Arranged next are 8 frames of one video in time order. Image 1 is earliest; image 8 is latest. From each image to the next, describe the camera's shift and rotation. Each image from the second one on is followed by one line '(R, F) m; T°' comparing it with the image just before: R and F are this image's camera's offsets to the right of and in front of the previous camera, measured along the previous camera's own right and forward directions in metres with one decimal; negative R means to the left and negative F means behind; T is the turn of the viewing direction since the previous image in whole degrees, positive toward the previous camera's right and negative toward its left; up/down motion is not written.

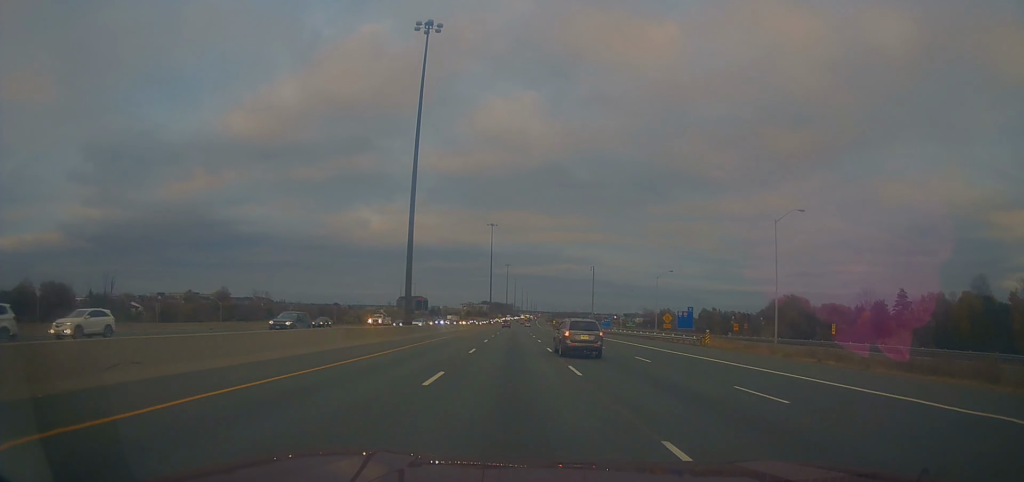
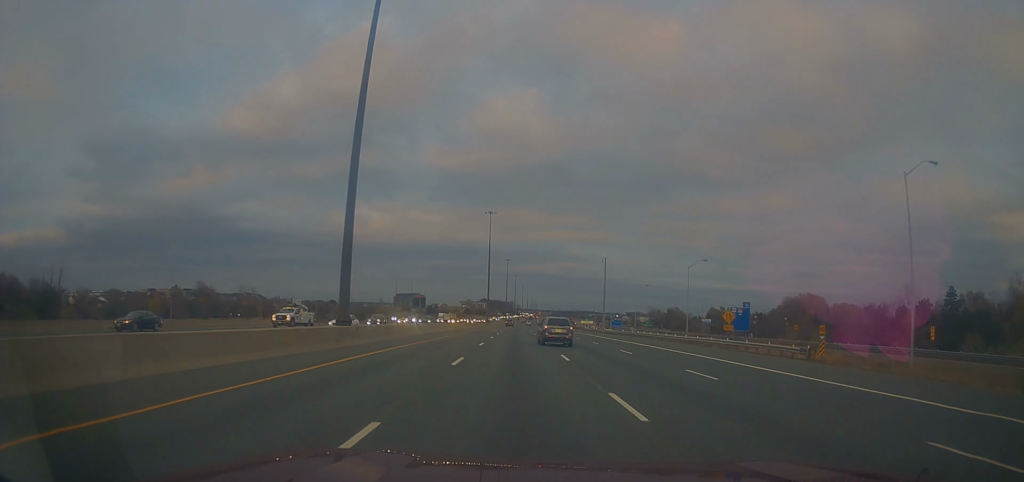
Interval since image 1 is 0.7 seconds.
(+0.2, +19.9) m; 0°
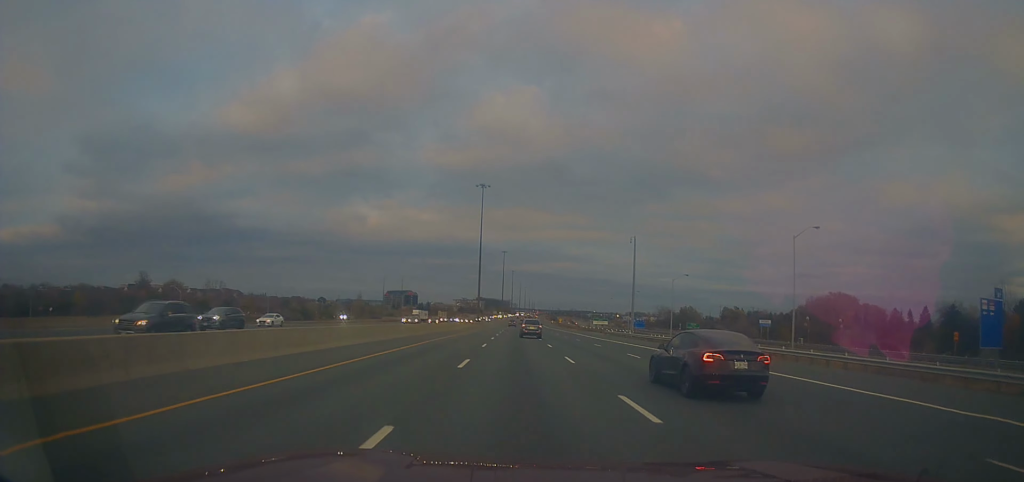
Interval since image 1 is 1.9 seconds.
(-0.6, +36.8) m; 0°
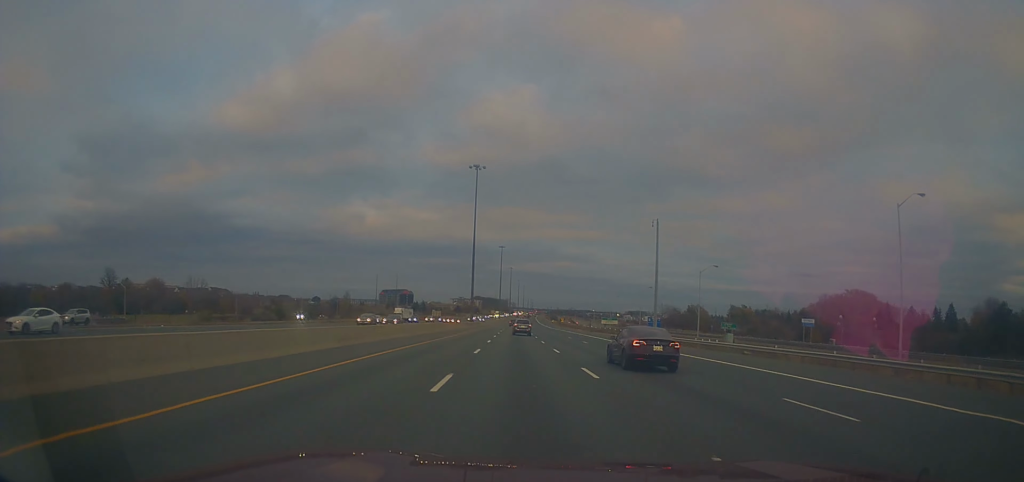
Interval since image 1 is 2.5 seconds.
(+0.1, +18.0) m; 0°
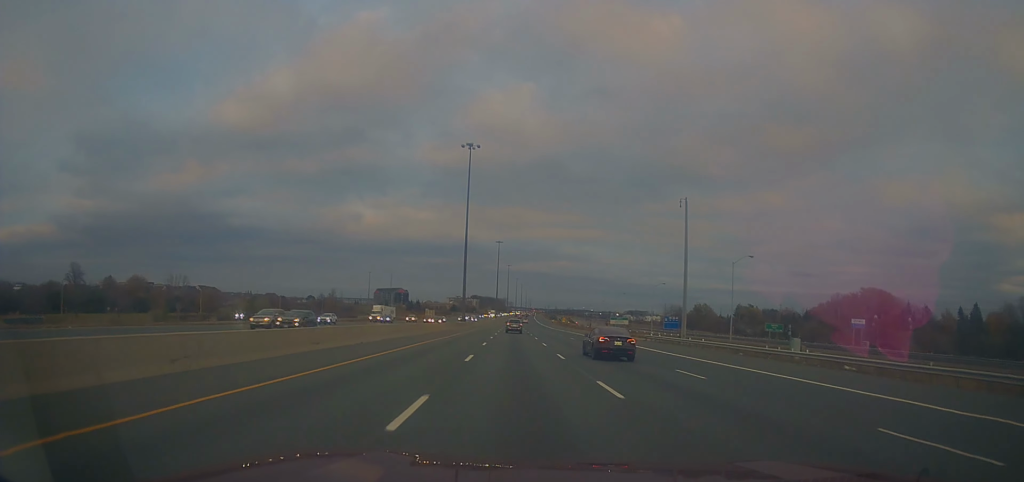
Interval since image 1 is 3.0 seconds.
(+0.5, +16.0) m; +1°
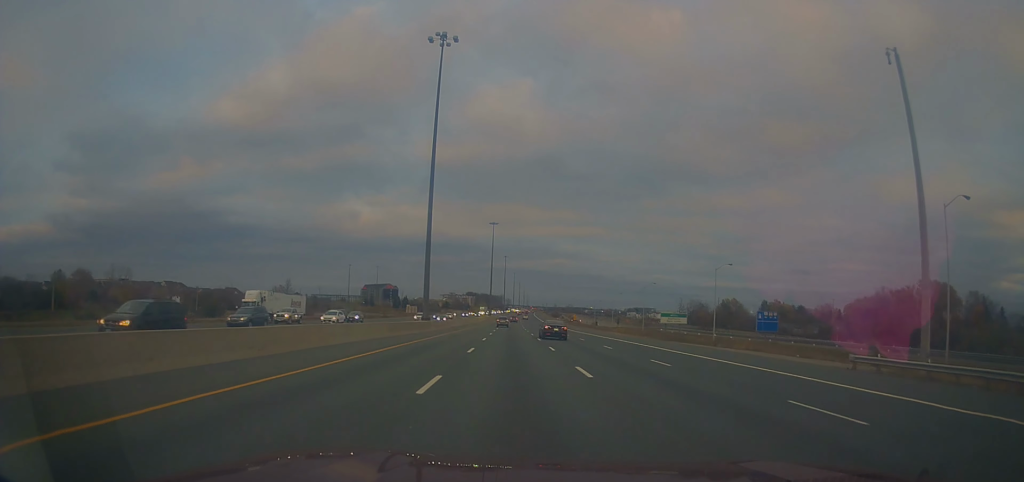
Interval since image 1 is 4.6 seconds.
(-0.4, +45.8) m; 0°
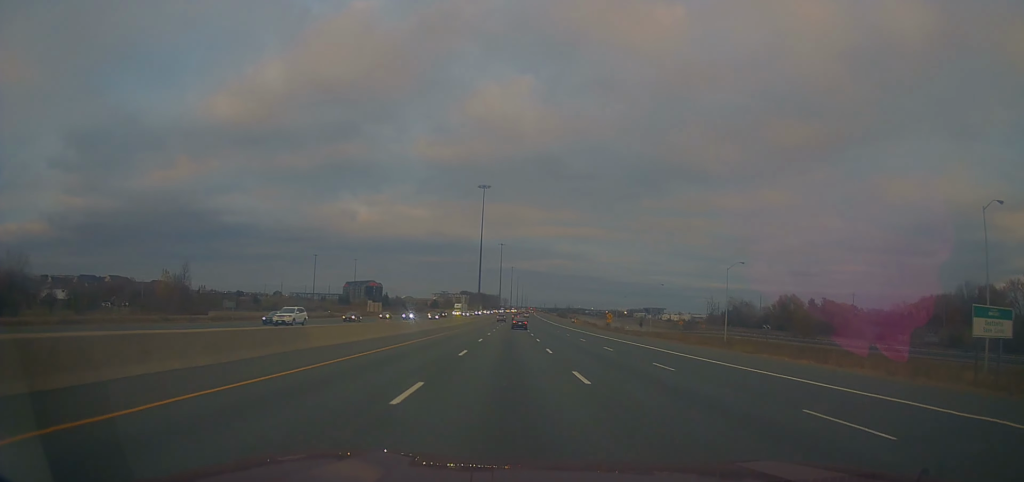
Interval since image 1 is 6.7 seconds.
(+0.2, +62.8) m; 0°
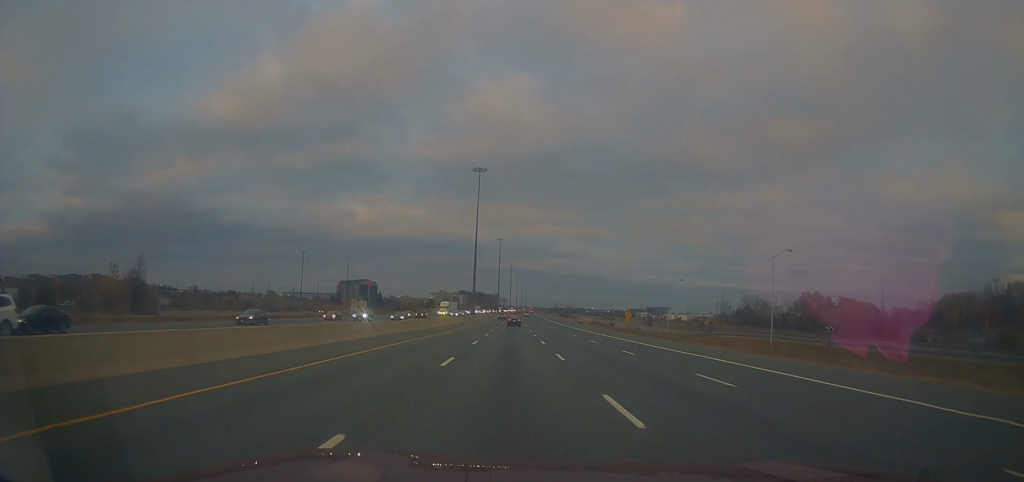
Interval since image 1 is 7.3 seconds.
(+0.1, +17.9) m; 0°
